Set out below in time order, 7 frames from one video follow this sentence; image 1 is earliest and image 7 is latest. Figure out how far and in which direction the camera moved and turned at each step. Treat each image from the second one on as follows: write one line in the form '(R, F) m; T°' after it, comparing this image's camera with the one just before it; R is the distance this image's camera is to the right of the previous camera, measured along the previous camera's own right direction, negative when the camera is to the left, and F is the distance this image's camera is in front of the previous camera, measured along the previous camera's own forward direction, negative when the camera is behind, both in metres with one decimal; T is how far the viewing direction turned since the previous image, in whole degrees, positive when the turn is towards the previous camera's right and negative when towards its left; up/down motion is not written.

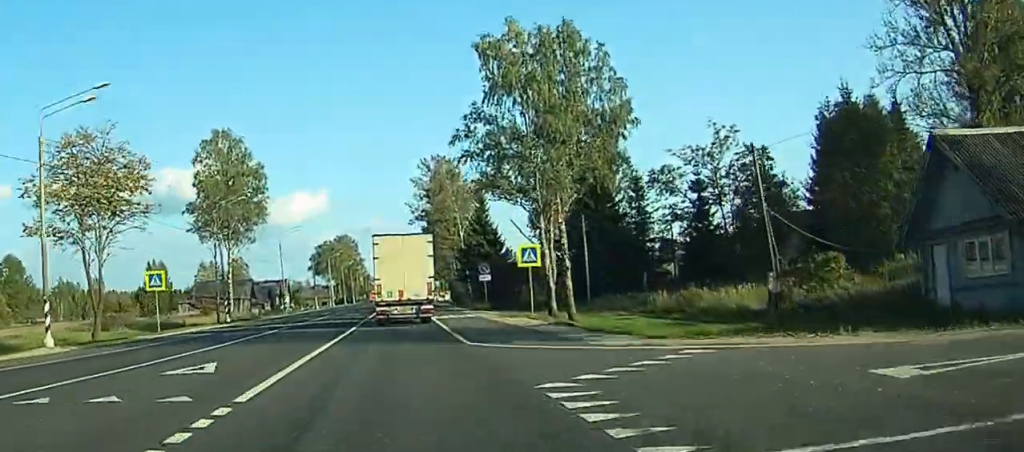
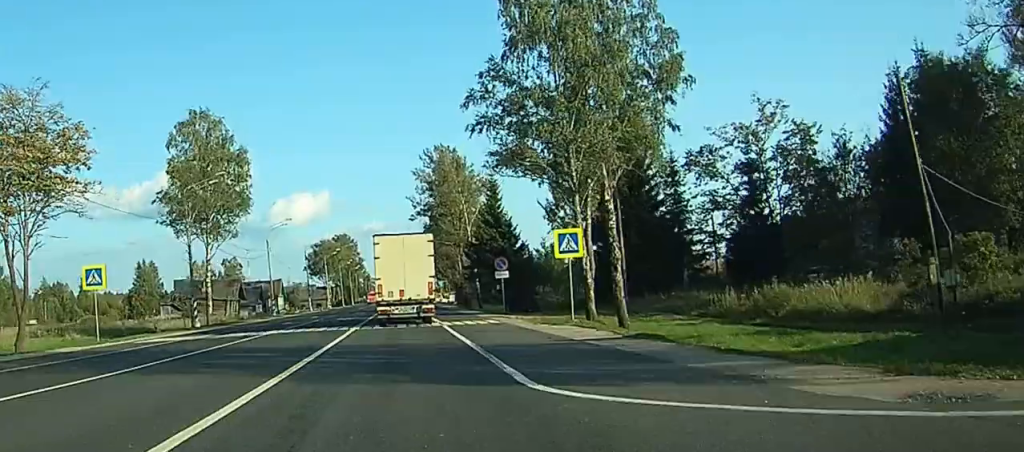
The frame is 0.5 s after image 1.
(0.0, +11.5) m; 0°
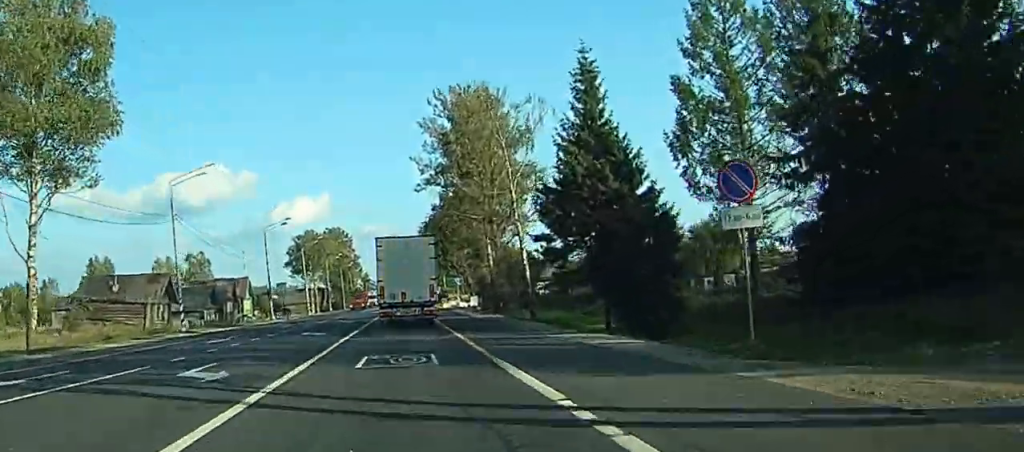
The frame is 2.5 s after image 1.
(-0.2, +42.4) m; 0°
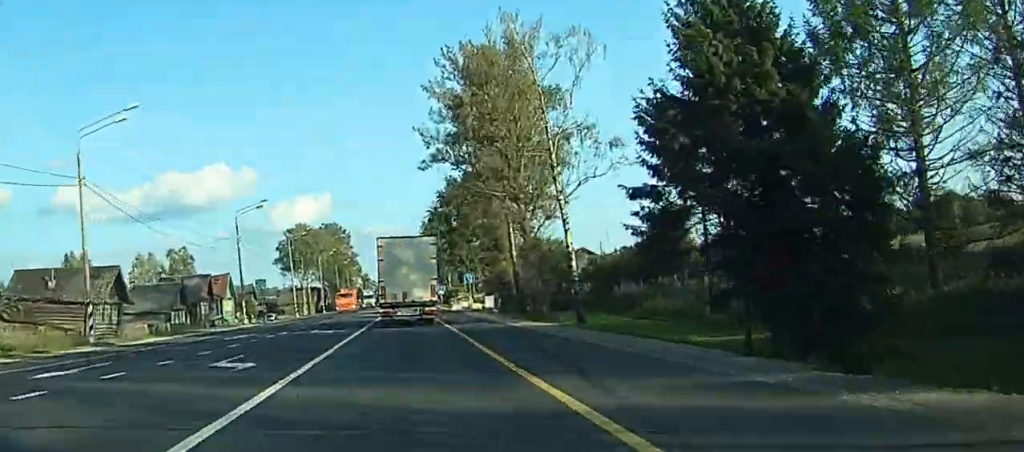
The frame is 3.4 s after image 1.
(+0.2, +17.4) m; 0°
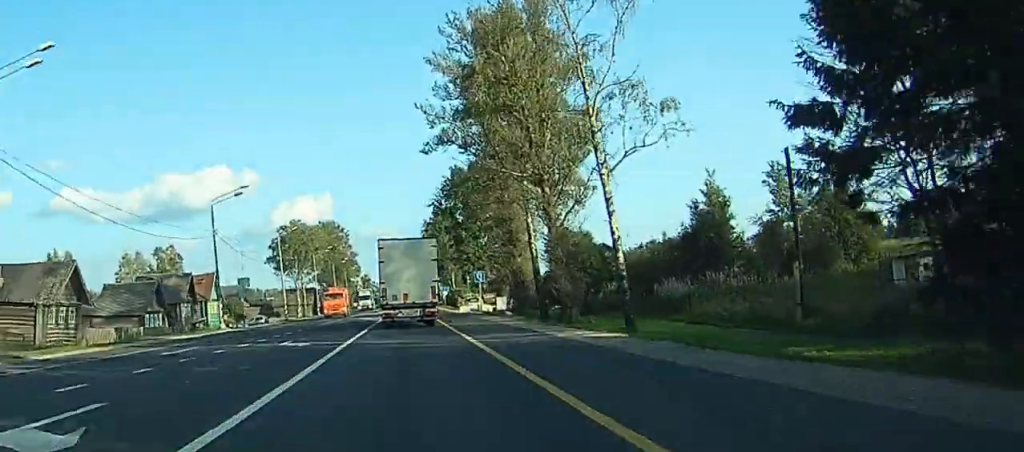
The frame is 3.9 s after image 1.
(-0.2, +10.4) m; 0°
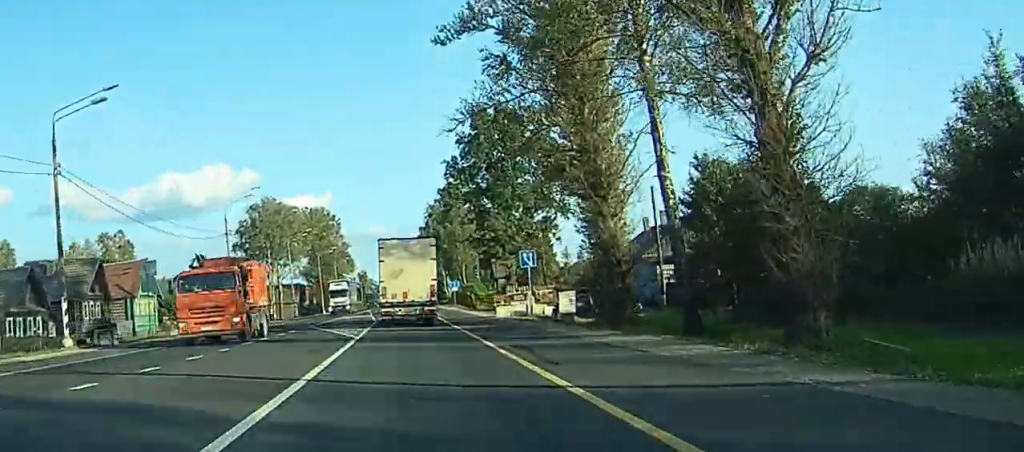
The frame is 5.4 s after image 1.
(-0.1, +32.4) m; 0°
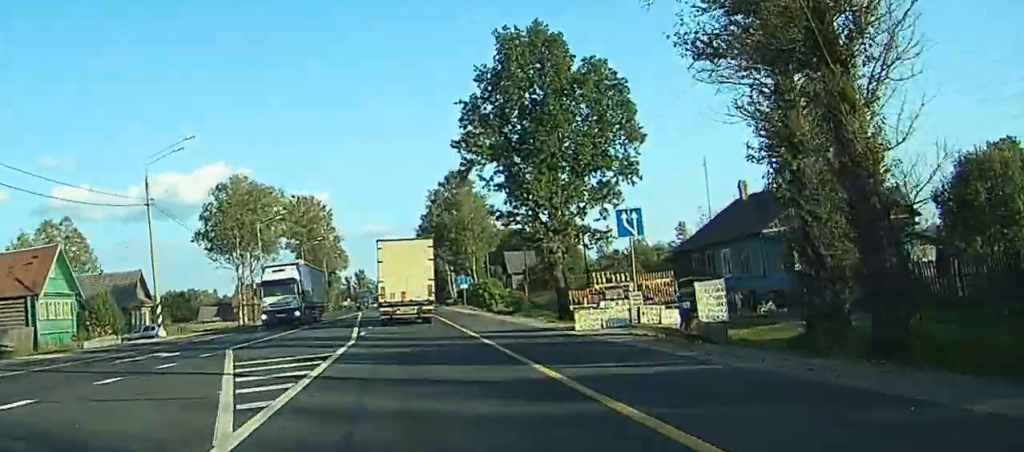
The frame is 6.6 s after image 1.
(0.0, +23.0) m; 0°
